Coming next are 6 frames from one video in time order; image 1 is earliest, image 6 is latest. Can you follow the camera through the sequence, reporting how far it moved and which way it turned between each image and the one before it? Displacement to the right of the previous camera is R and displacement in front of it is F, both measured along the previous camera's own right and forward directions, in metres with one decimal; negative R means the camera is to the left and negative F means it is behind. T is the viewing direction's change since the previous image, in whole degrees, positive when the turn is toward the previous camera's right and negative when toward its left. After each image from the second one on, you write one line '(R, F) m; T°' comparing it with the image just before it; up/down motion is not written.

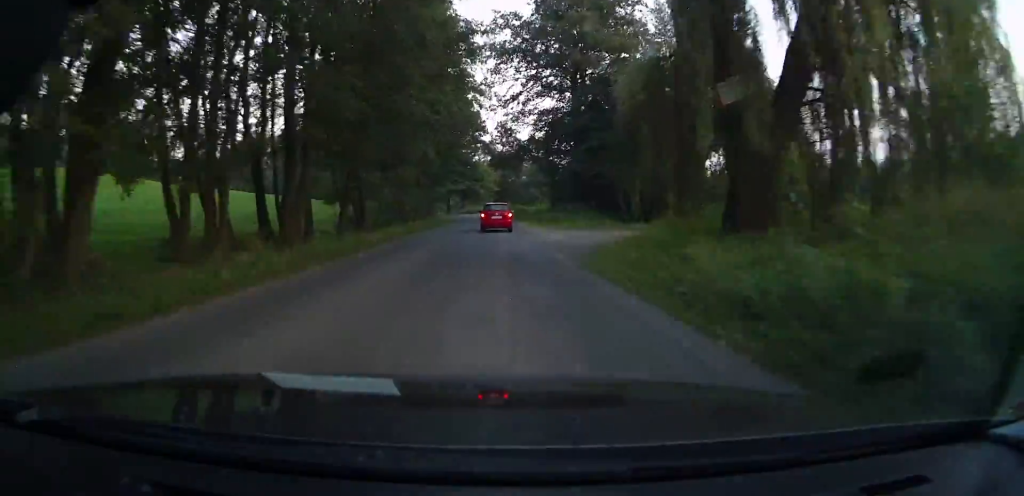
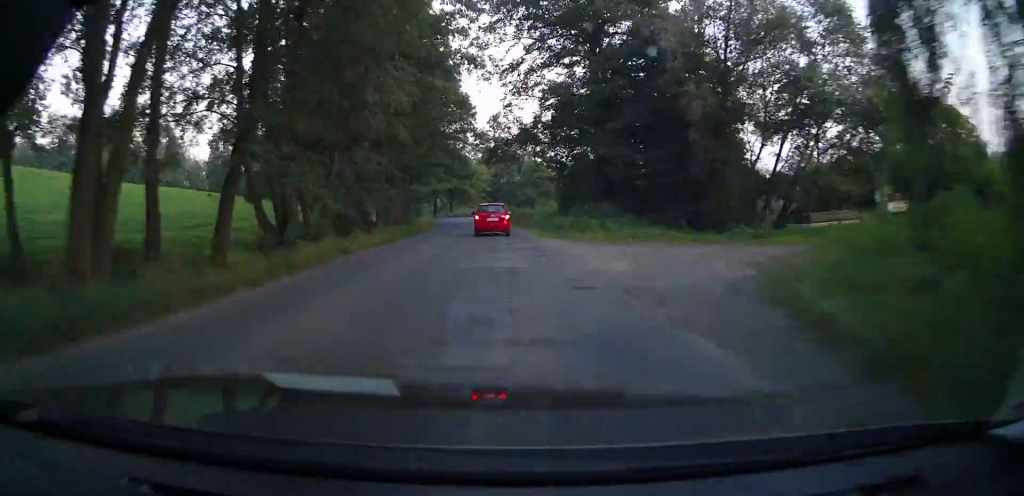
(+0.4, +13.0) m; +2°
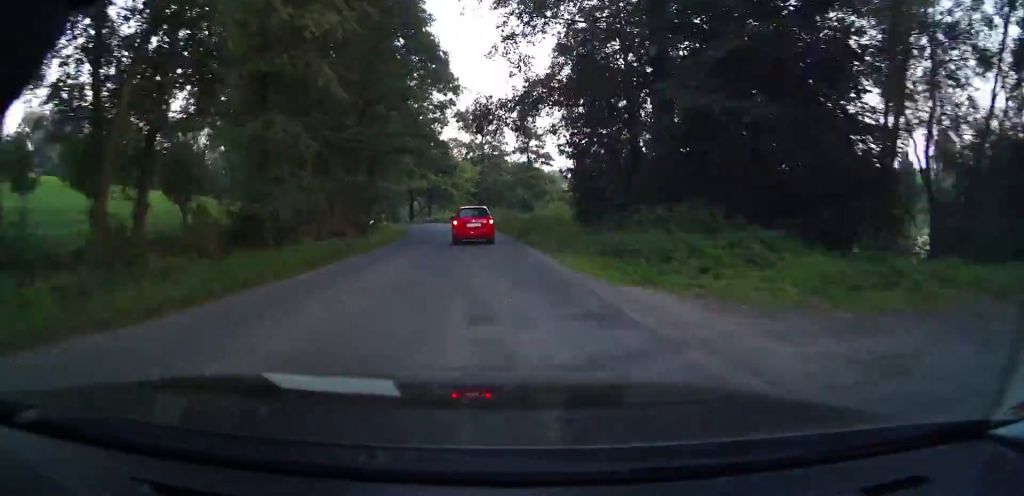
(-0.1, +16.1) m; 0°
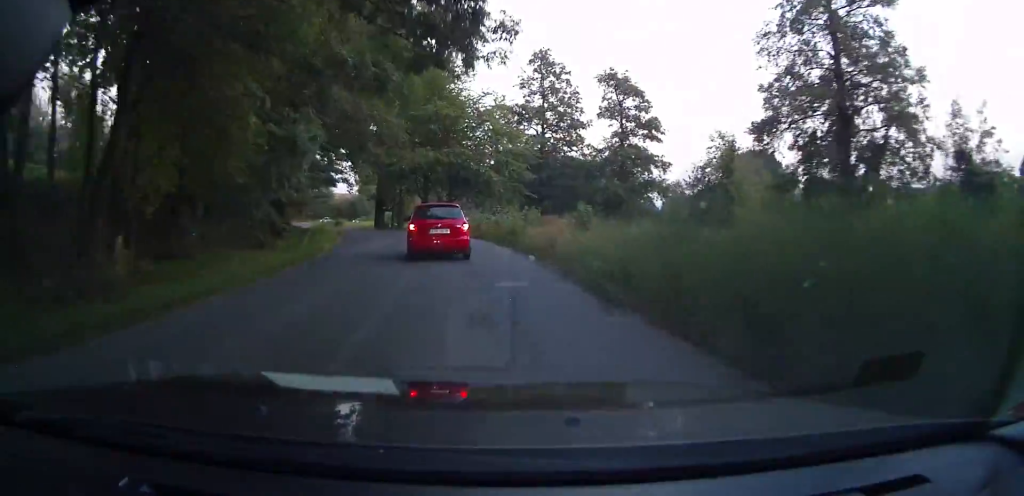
(-1.0, +38.7) m; -7°
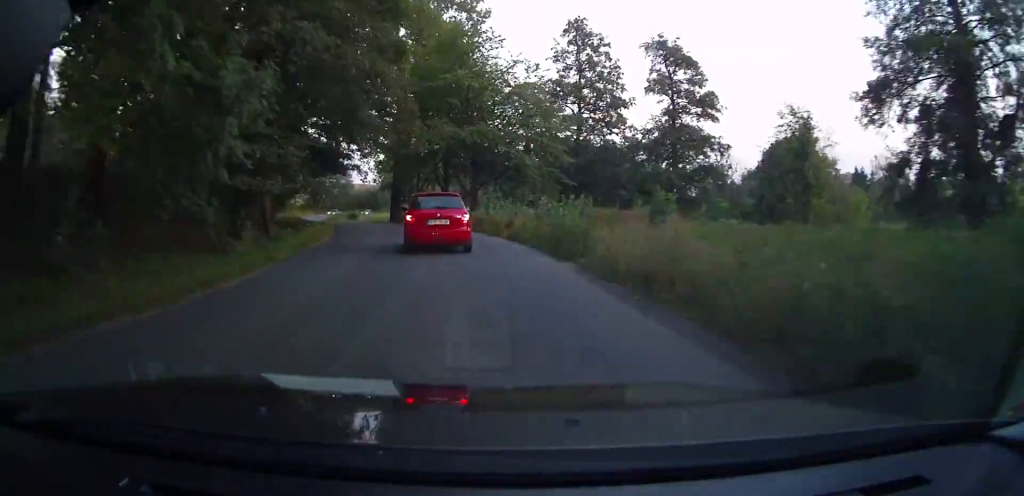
(-0.4, +7.8) m; -2°
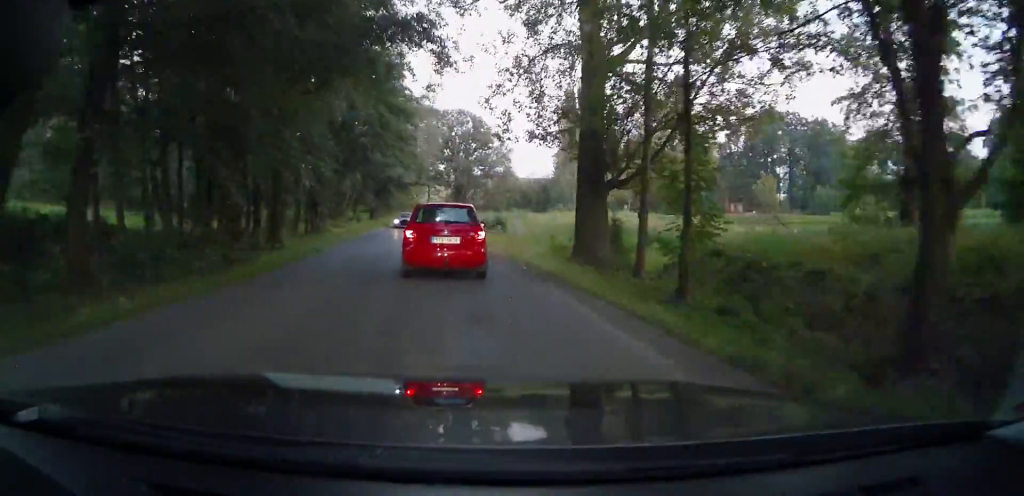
(-2.9, +45.4) m; -9°
